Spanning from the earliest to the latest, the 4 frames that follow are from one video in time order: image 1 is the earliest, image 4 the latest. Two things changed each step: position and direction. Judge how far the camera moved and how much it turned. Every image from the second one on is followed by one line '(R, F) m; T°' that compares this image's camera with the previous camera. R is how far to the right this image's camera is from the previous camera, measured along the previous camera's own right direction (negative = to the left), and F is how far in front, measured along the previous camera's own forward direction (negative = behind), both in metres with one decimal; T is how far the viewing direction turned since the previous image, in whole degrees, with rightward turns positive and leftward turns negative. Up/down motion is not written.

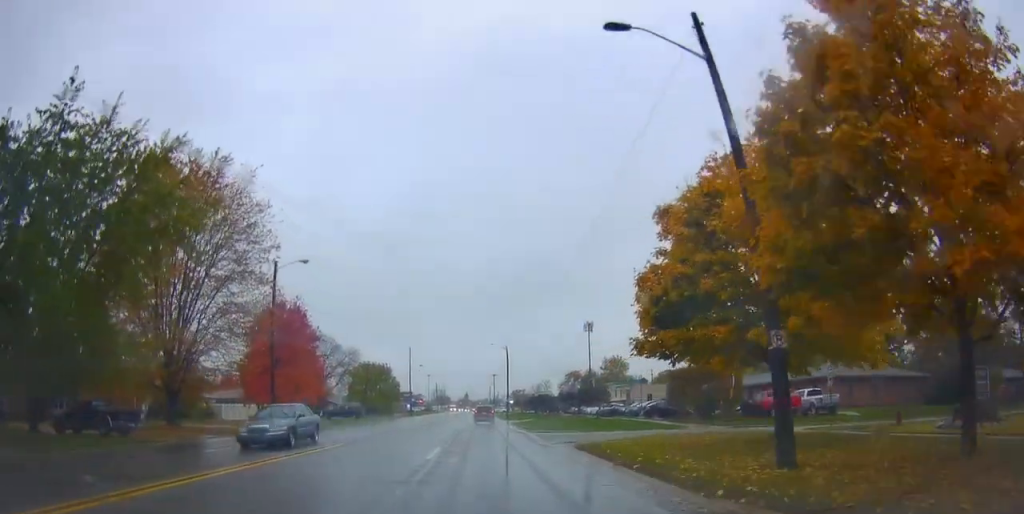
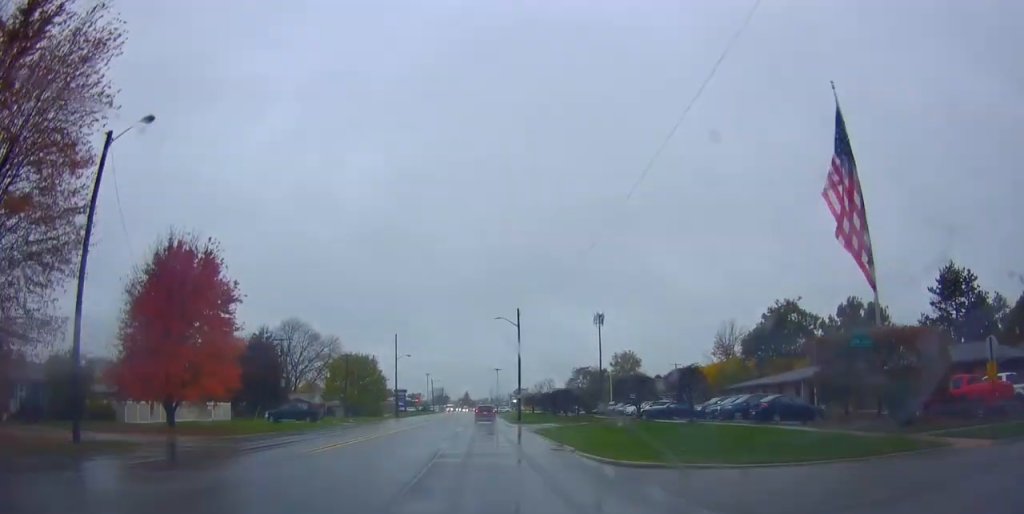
(+0.6, +21.1) m; +1°
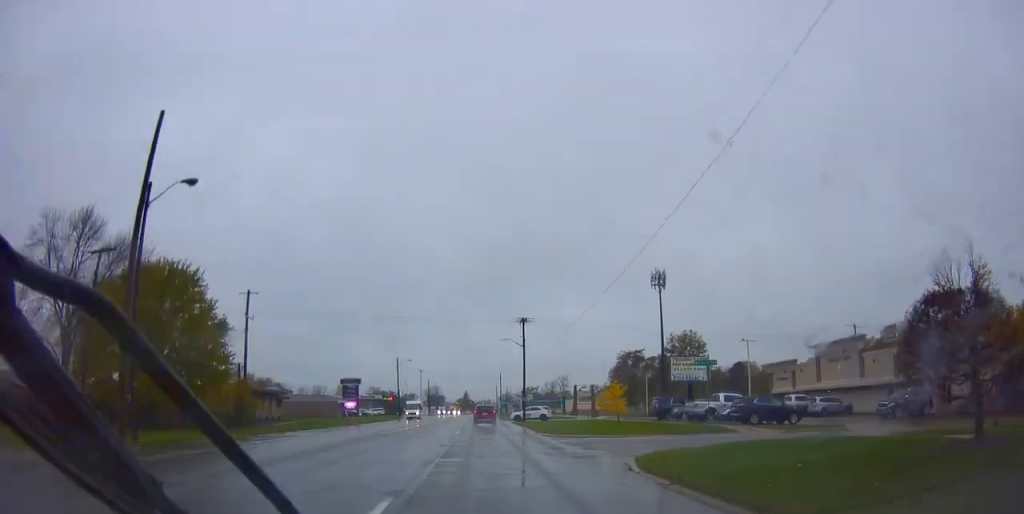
(+0.6, +77.7) m; +2°
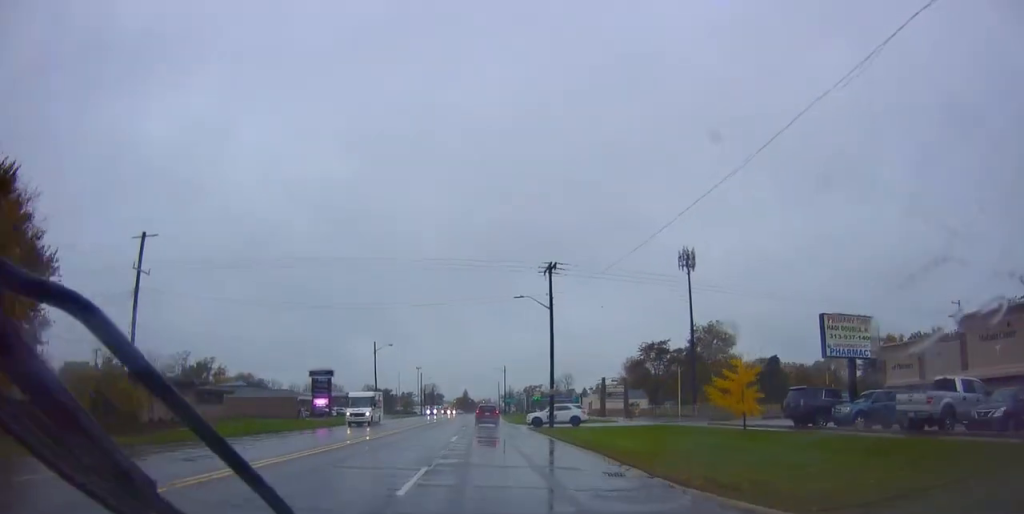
(-0.2, +22.4) m; -1°
